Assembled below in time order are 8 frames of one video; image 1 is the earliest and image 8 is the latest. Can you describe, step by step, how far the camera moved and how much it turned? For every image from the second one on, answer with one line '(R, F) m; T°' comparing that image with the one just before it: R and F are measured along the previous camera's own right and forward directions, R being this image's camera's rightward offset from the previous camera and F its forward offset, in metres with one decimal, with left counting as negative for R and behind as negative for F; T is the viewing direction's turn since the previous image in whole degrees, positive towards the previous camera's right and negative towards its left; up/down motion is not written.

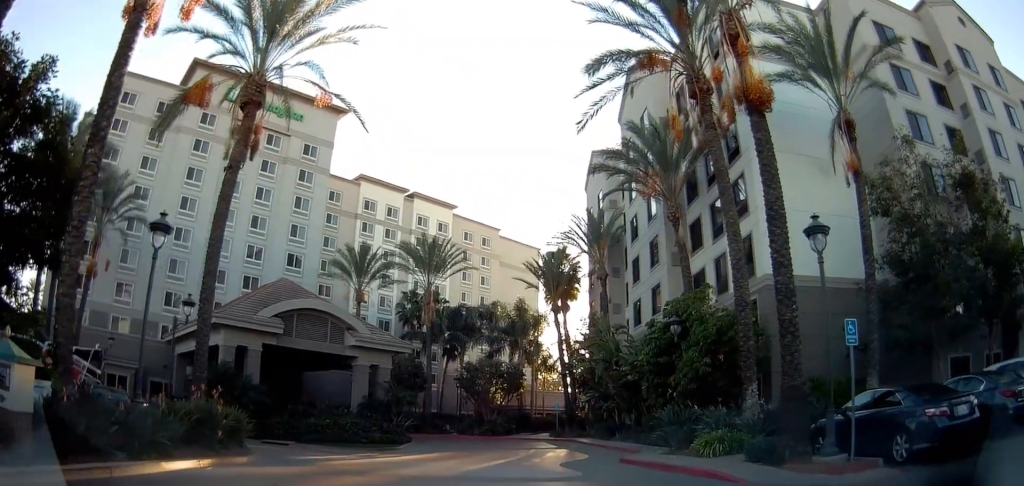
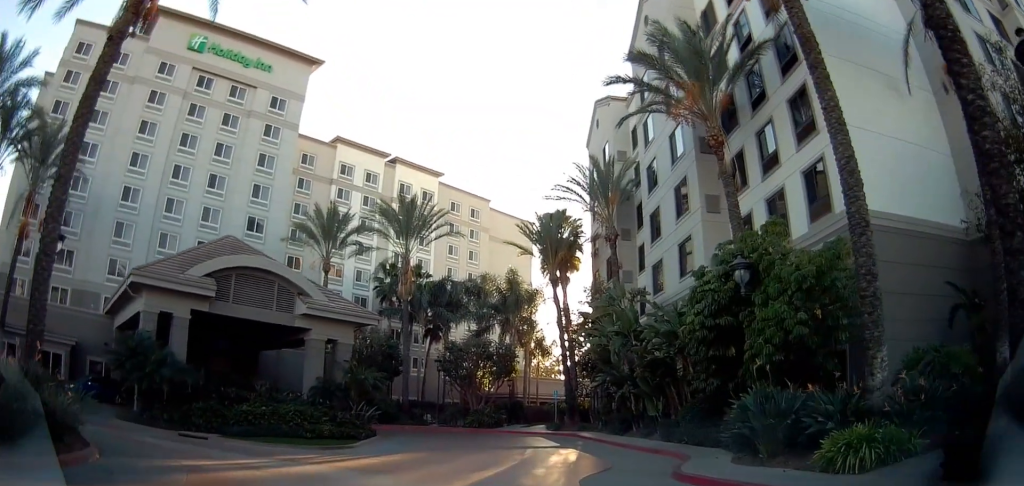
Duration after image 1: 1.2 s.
(+0.7, +6.8) m; +6°
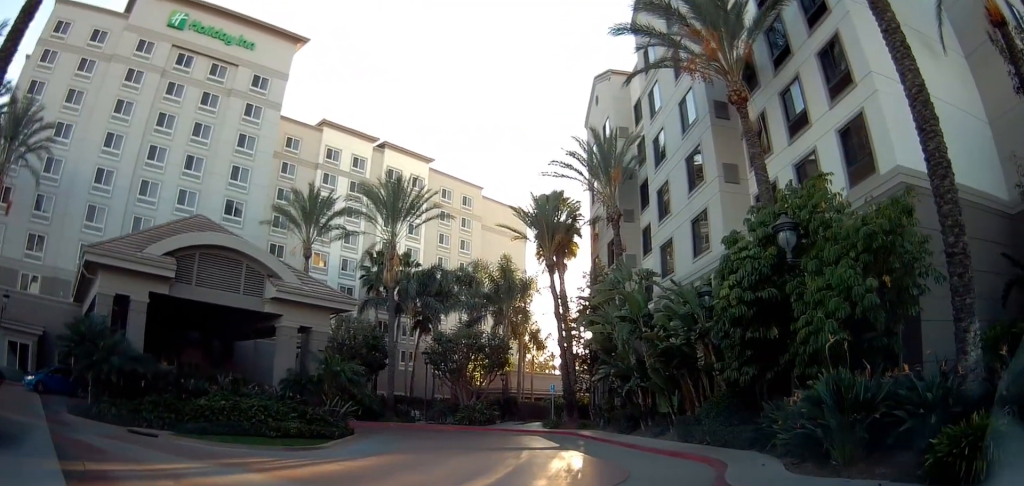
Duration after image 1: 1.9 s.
(-0.1, +3.3) m; -2°
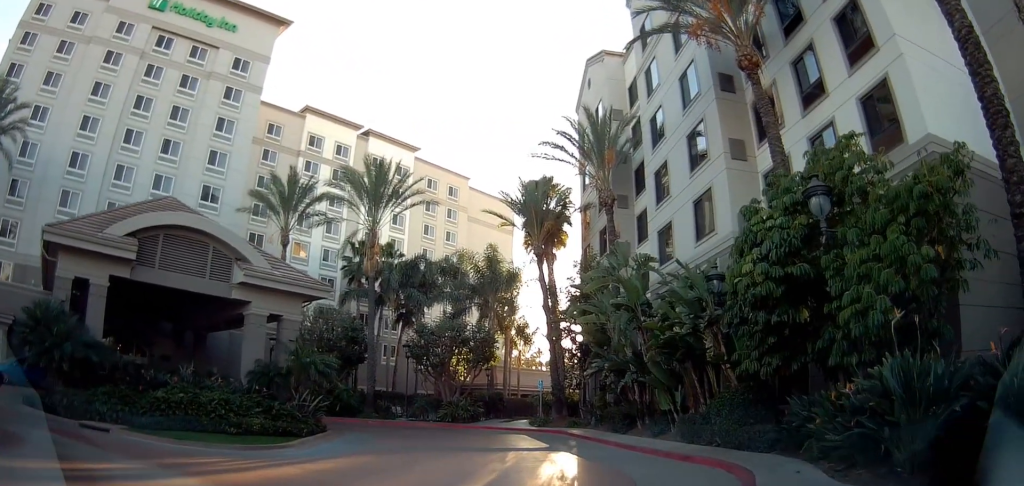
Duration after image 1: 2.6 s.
(0.0, +2.8) m; +1°
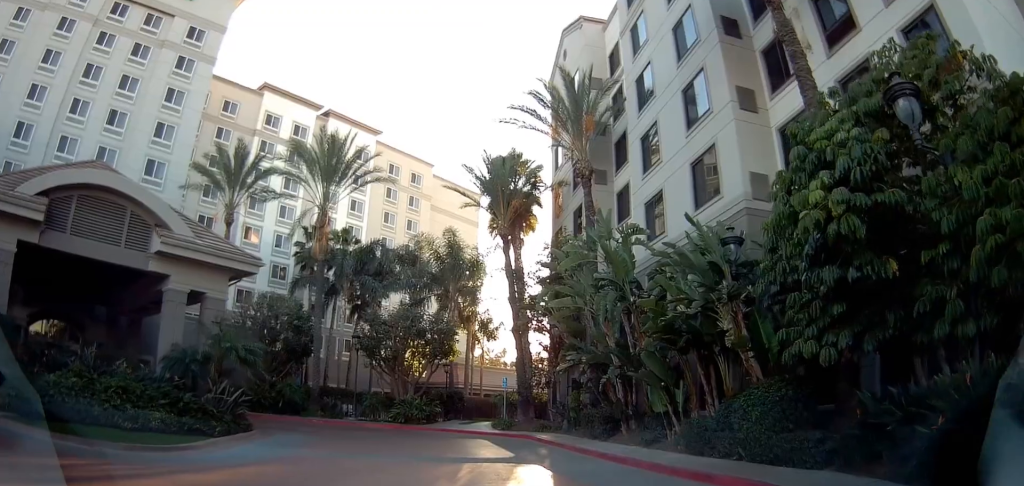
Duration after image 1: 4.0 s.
(+0.2, +4.4) m; +5°
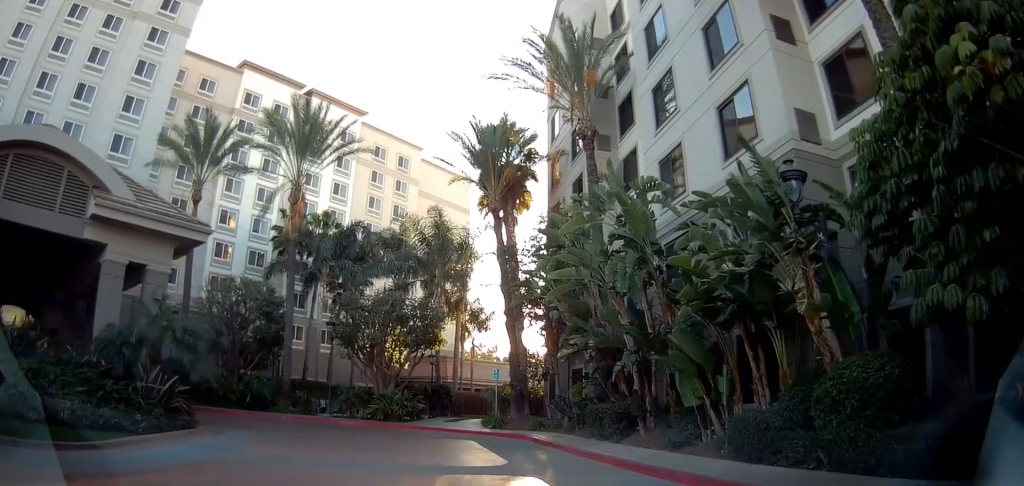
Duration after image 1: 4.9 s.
(0.0, +3.1) m; -2°
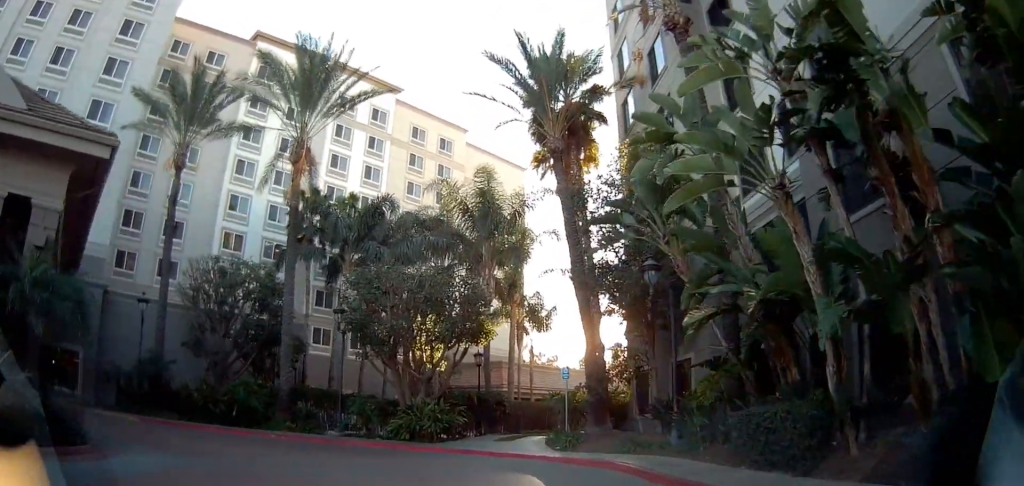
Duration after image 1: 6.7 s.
(-0.8, +7.4) m; -11°
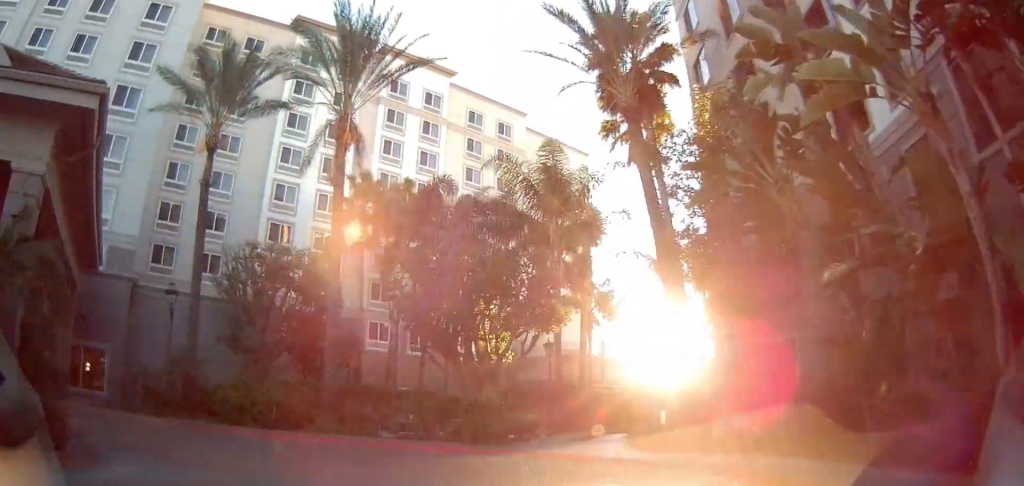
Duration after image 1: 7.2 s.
(-0.1, +2.2) m; -3°
